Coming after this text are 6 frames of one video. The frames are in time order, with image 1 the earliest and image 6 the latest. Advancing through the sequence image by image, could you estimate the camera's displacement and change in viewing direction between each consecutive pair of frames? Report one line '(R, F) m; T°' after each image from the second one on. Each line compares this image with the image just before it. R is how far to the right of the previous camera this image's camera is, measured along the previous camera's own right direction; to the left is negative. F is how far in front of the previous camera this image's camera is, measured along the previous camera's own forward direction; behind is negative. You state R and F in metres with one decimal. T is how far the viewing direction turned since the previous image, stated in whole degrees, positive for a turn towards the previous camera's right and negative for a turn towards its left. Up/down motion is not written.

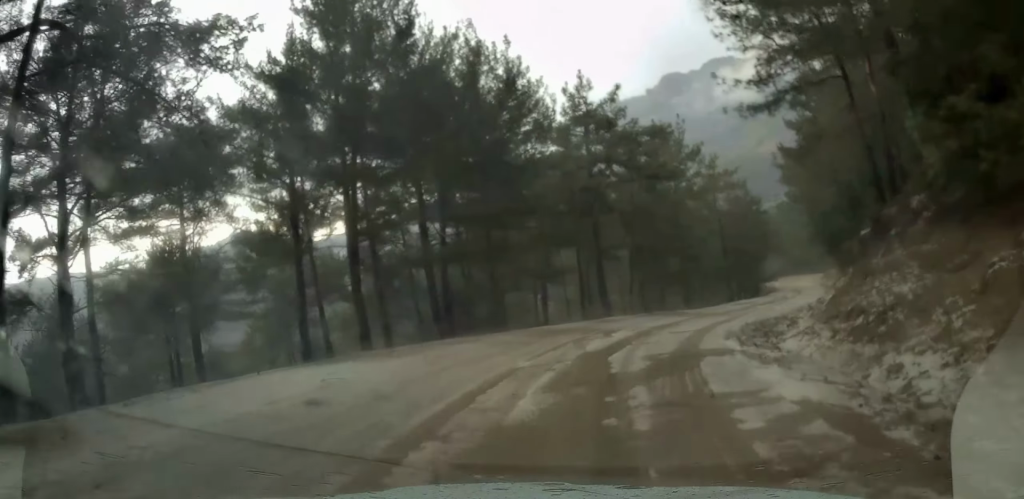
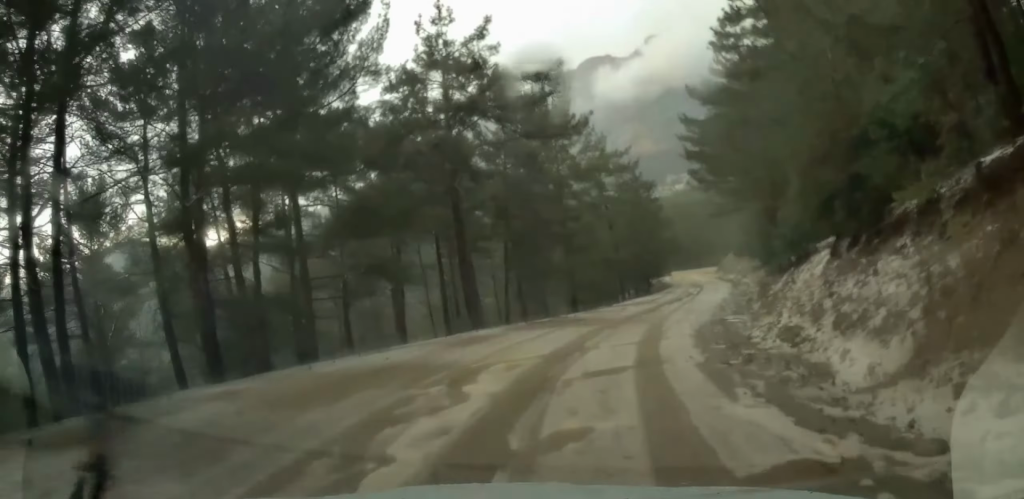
(+1.0, +11.0) m; +9°
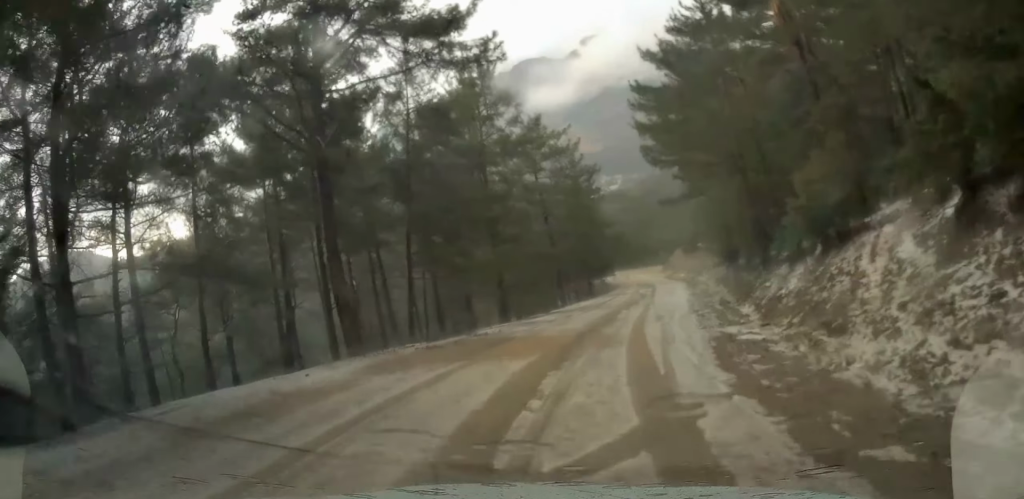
(+0.2, +9.7) m; +3°
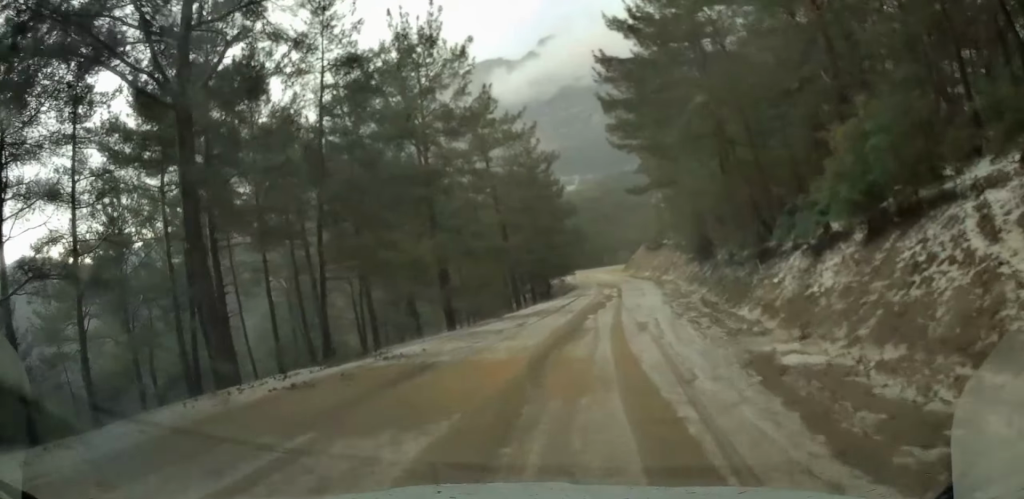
(+0.2, +6.1) m; +3°
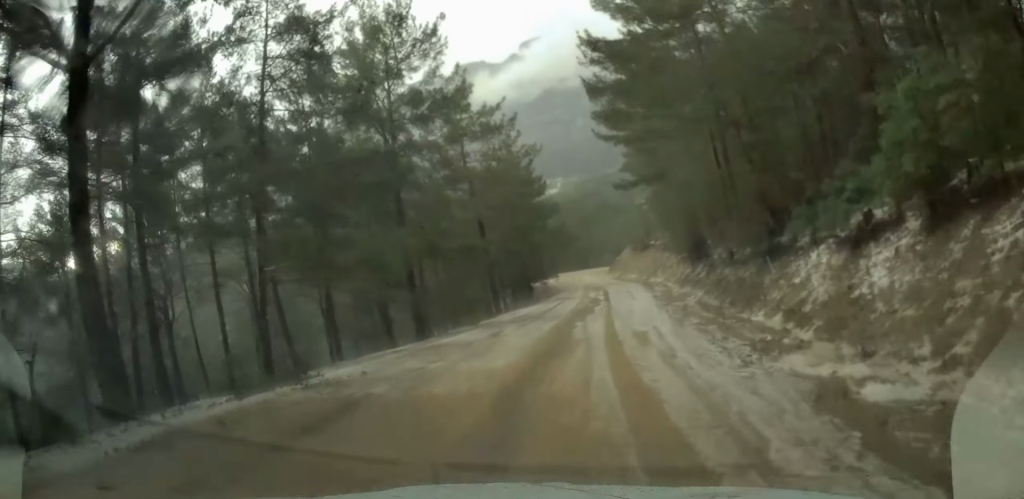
(+0.1, +3.6) m; +2°
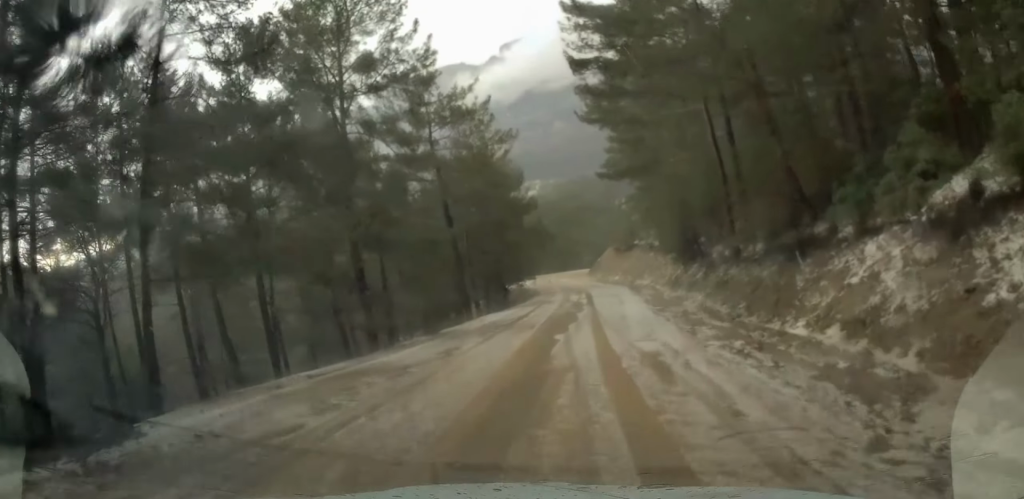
(0.0, +4.9) m; +2°
